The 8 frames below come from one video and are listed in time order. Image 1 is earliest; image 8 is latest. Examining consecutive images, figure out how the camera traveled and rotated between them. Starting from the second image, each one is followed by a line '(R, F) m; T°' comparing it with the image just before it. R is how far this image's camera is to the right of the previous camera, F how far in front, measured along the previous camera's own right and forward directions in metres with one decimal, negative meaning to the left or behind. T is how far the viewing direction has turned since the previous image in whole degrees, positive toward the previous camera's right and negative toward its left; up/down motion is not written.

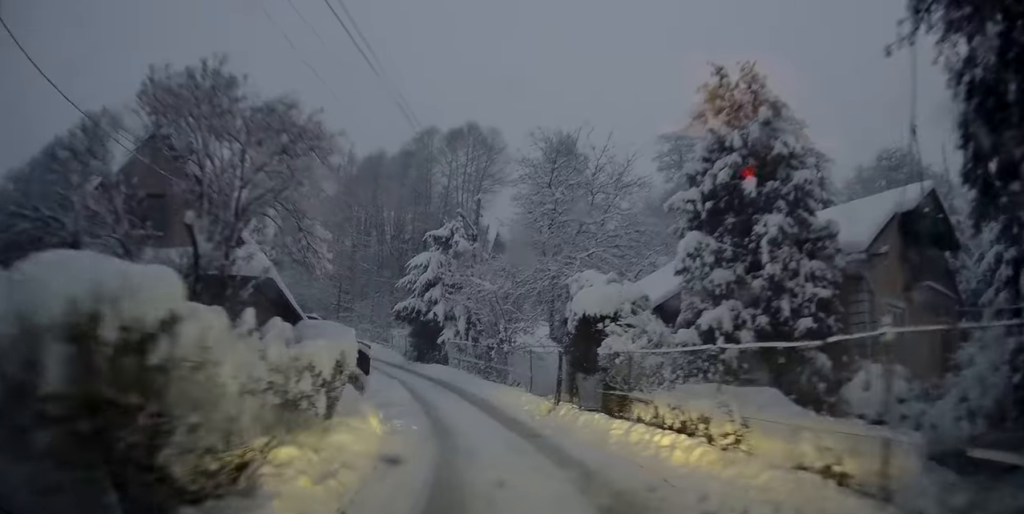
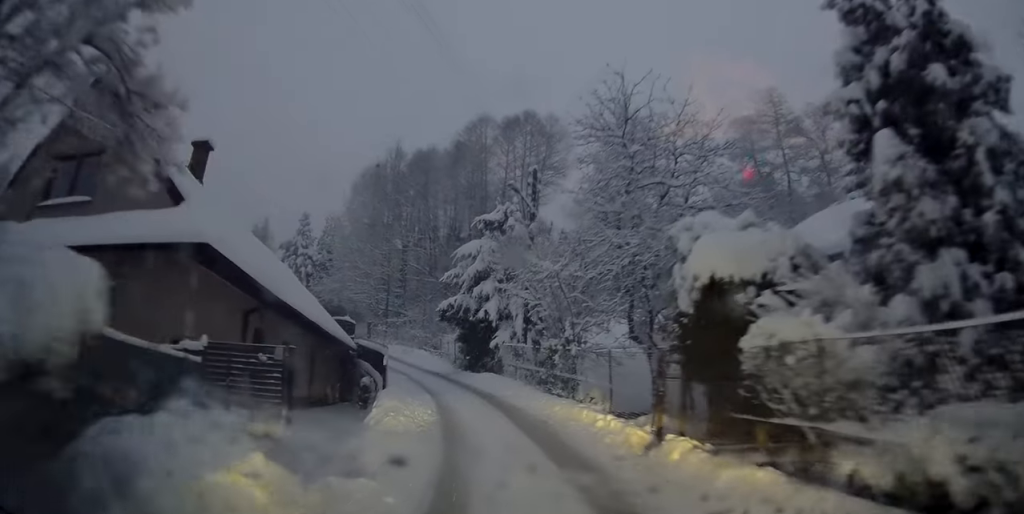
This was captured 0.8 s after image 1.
(-0.2, +5.1) m; -4°
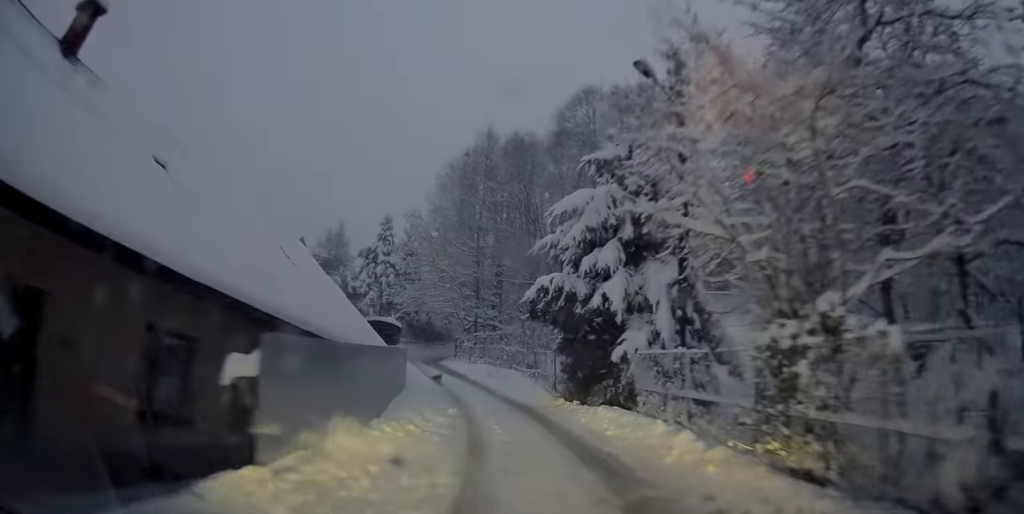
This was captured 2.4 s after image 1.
(-0.7, +9.8) m; -12°
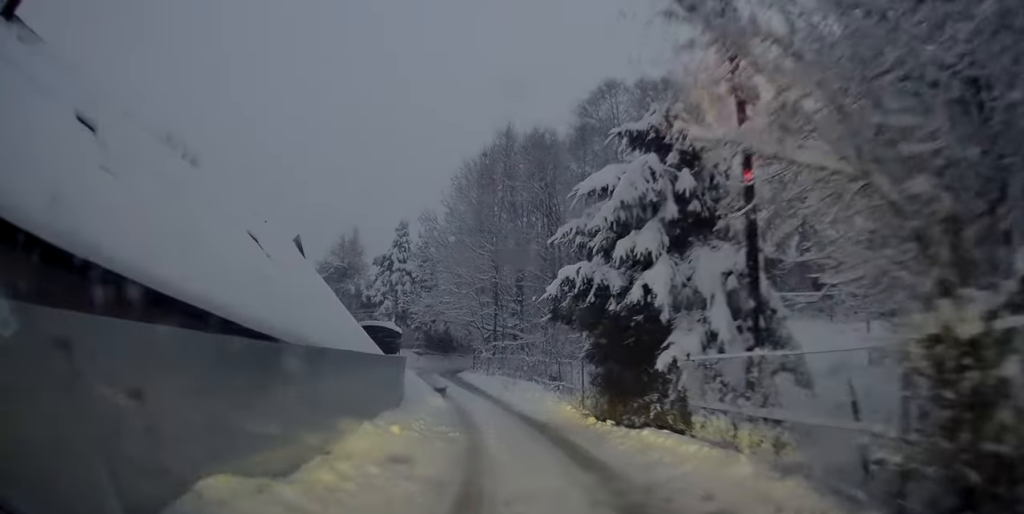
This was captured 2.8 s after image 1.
(-0.2, +2.8) m; -4°
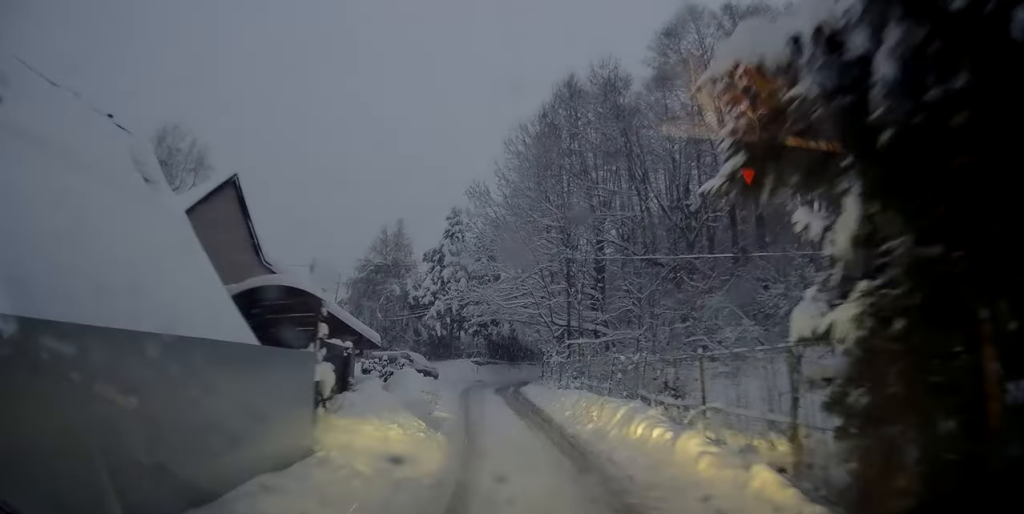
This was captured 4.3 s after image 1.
(-1.0, +9.7) m; -9°
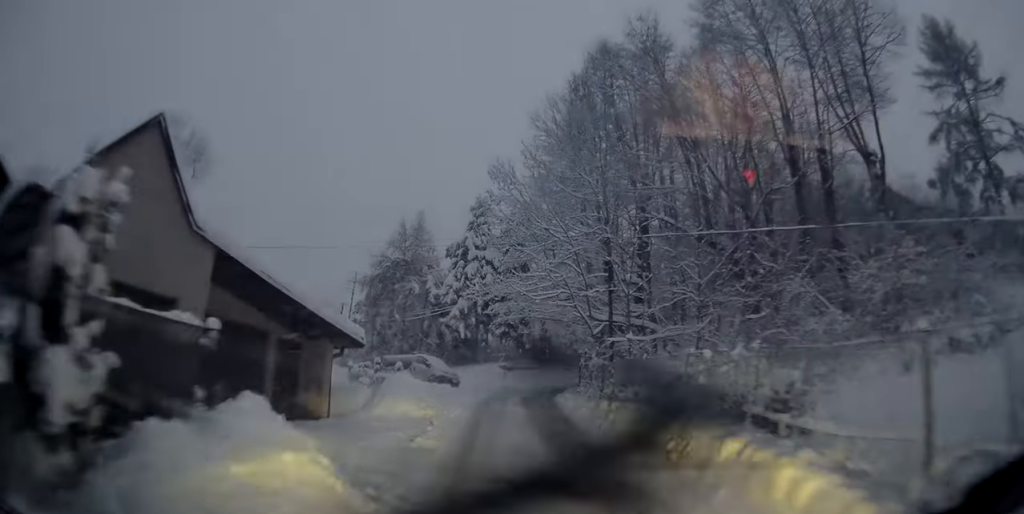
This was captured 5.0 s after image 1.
(0.0, +4.8) m; -2°
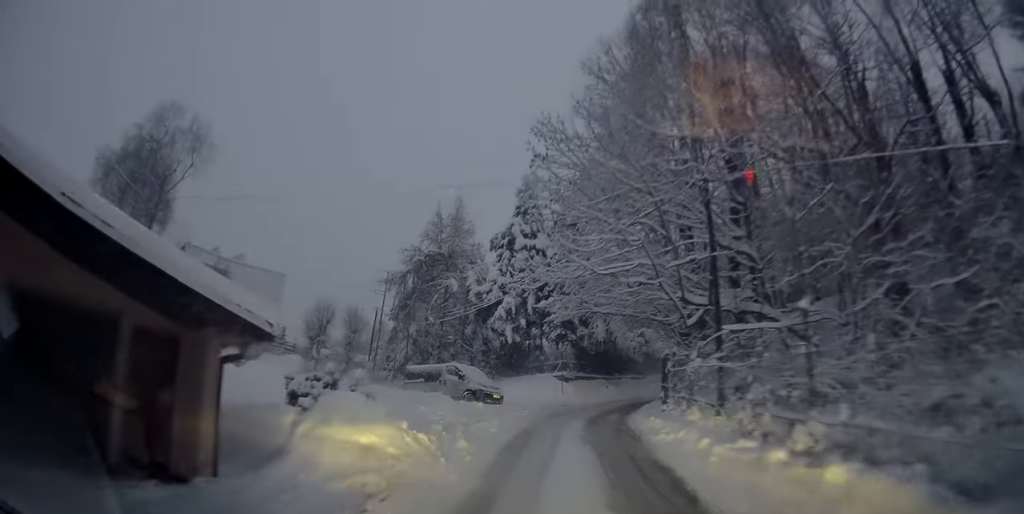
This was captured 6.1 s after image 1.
(-0.3, +7.8) m; -4°
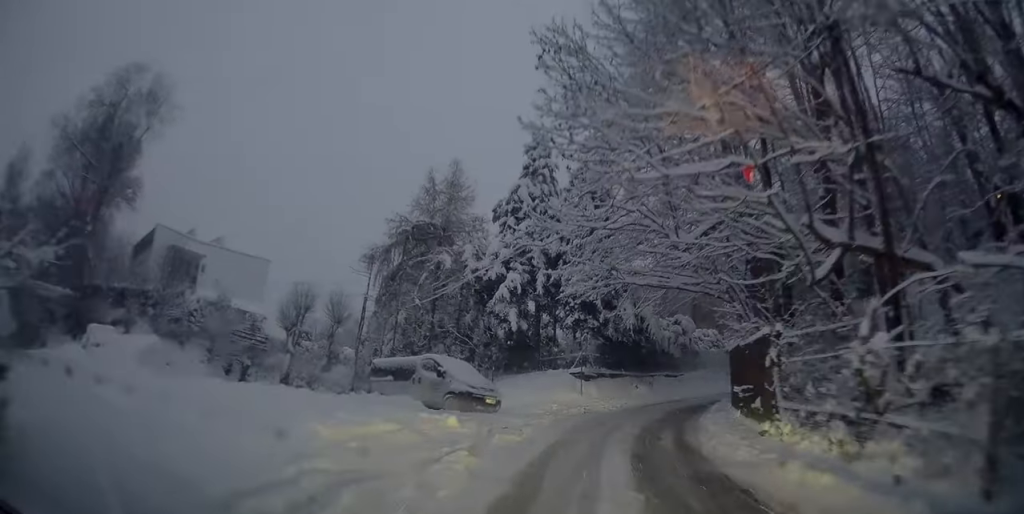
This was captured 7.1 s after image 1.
(-0.1, +7.6) m; 0°
